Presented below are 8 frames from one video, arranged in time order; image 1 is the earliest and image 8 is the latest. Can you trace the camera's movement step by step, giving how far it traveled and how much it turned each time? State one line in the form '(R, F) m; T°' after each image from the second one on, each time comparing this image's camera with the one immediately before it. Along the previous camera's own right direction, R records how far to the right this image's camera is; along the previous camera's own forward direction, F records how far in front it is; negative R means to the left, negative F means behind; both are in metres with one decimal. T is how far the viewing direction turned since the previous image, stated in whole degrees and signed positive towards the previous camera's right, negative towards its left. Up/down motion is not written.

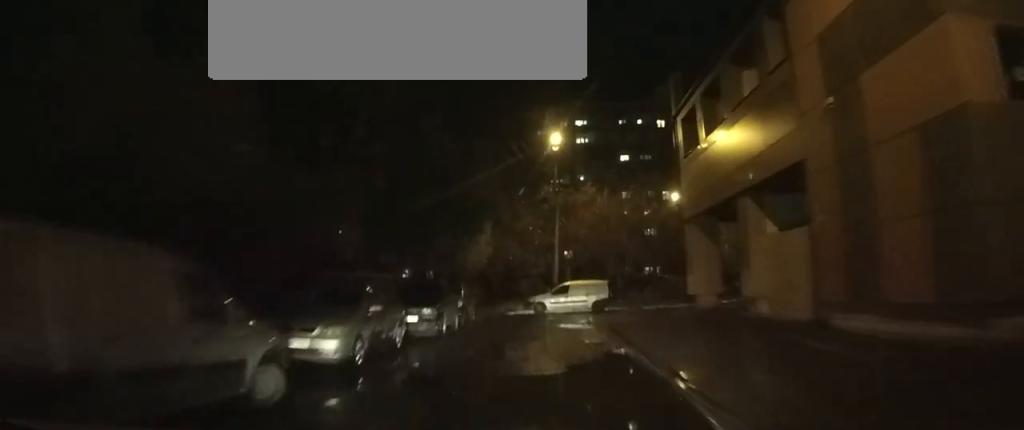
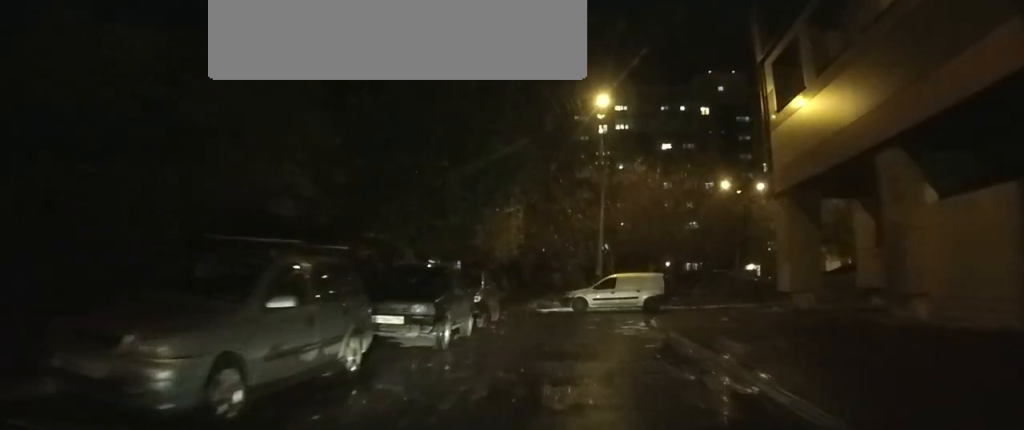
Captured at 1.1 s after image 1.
(+0.2, +4.7) m; +3°
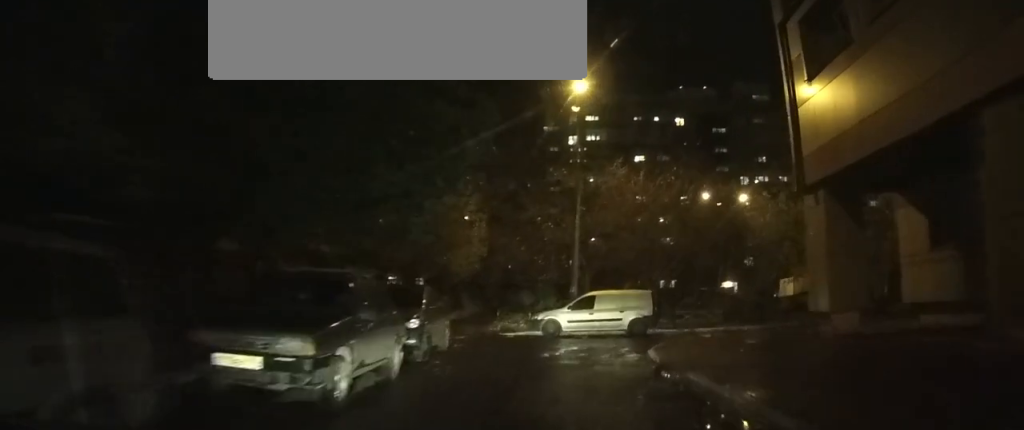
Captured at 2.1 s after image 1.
(0.0, +4.1) m; +6°
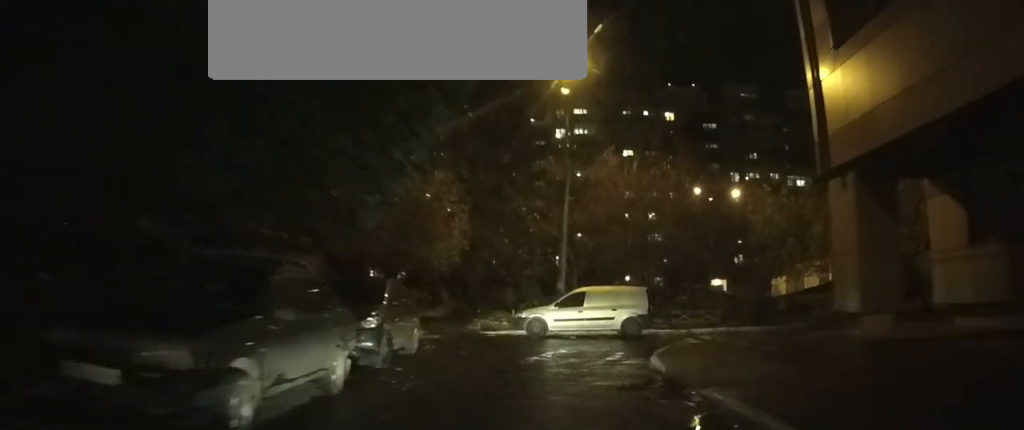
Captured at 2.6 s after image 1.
(+0.2, +2.0) m; +5°
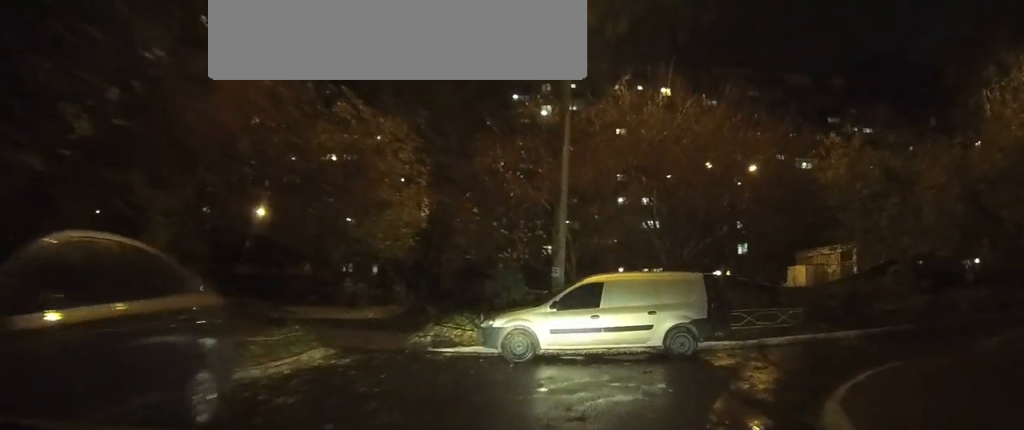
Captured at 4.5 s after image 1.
(+1.0, +7.1) m; +13°
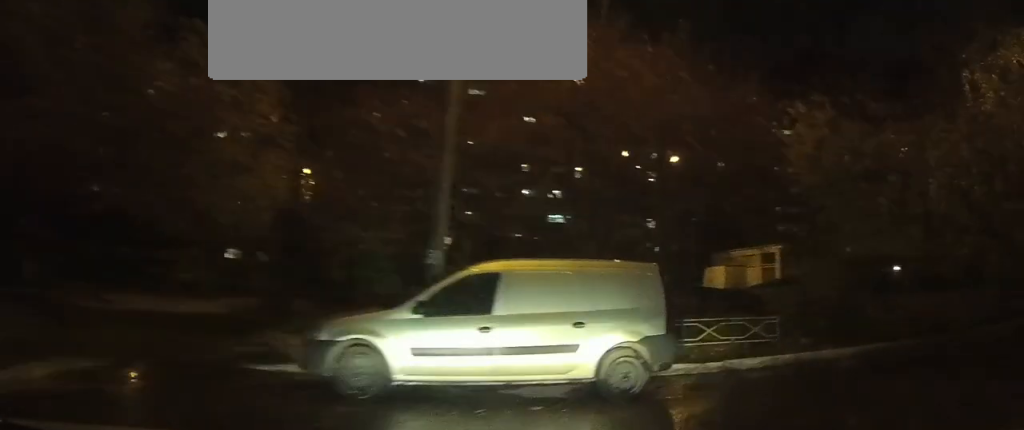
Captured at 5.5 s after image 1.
(+0.1, +3.2) m; +6°
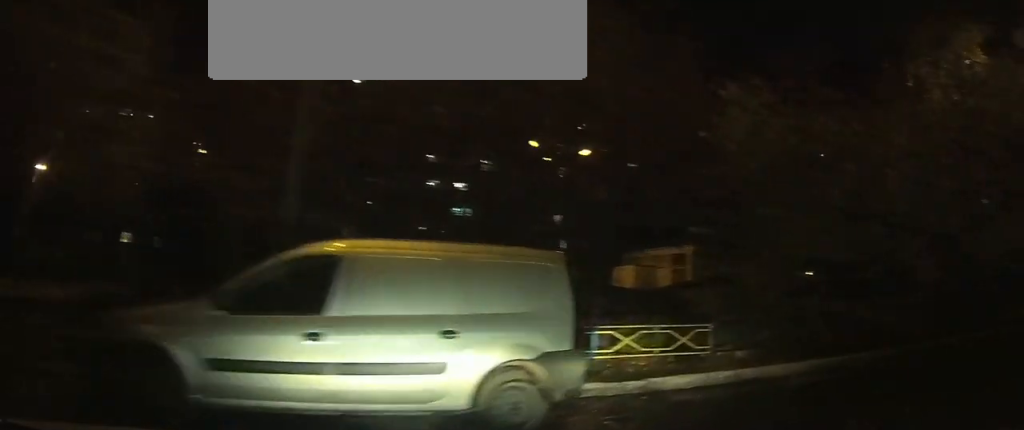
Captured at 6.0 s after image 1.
(+0.1, +1.5) m; +4°
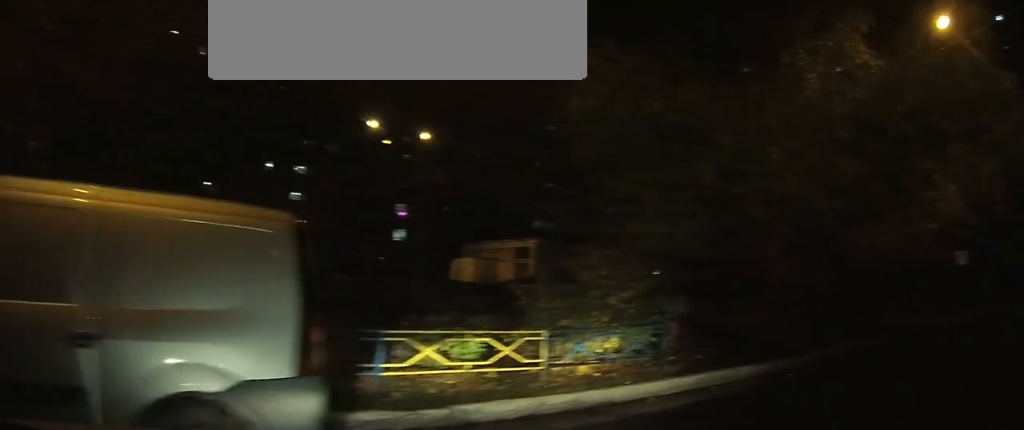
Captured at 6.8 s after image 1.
(+0.1, +2.0) m; +9°
